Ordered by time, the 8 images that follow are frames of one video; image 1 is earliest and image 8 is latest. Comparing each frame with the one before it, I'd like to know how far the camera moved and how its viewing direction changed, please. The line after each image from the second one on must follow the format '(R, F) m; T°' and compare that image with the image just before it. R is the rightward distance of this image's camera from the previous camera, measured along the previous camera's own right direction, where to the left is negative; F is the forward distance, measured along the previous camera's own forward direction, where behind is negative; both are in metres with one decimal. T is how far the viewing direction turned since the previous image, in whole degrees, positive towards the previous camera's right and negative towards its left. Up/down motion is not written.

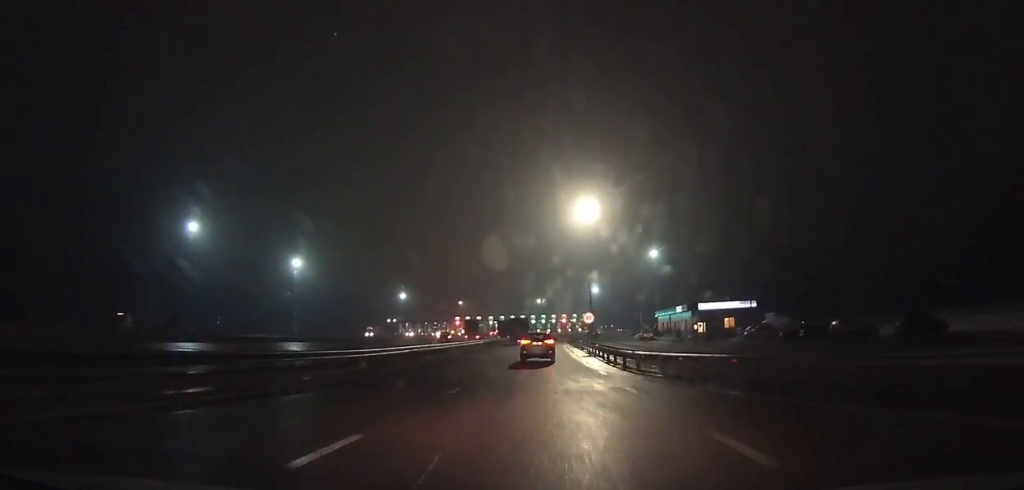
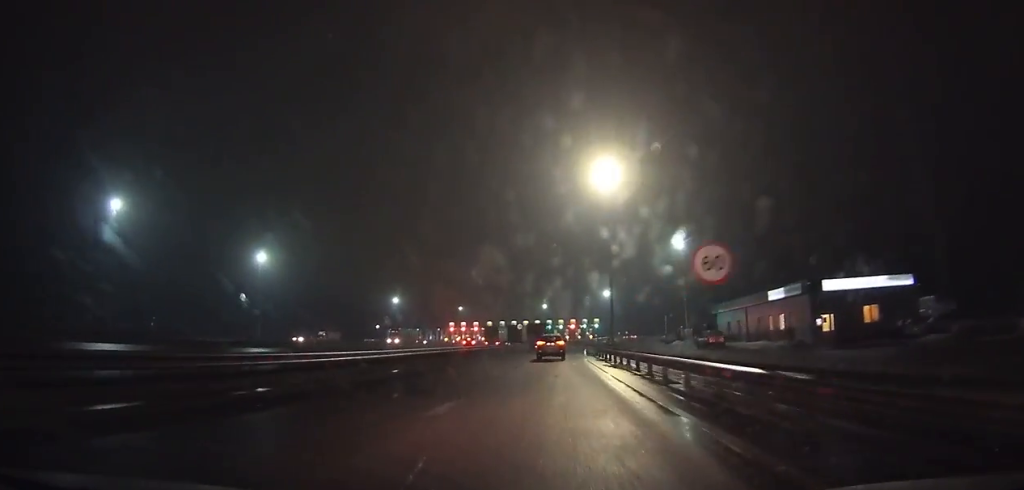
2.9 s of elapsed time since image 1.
(+0.1, +39.2) m; +1°
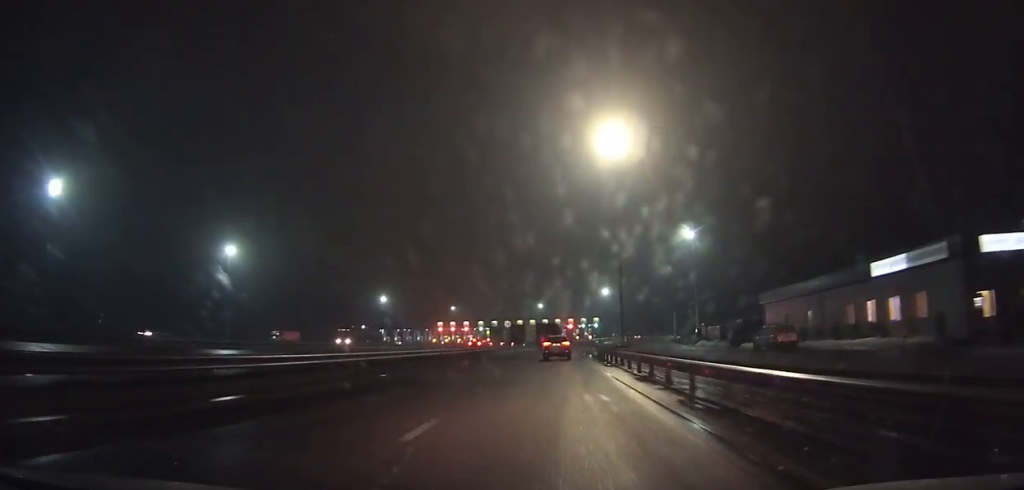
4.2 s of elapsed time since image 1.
(0.0, +18.6) m; 0°
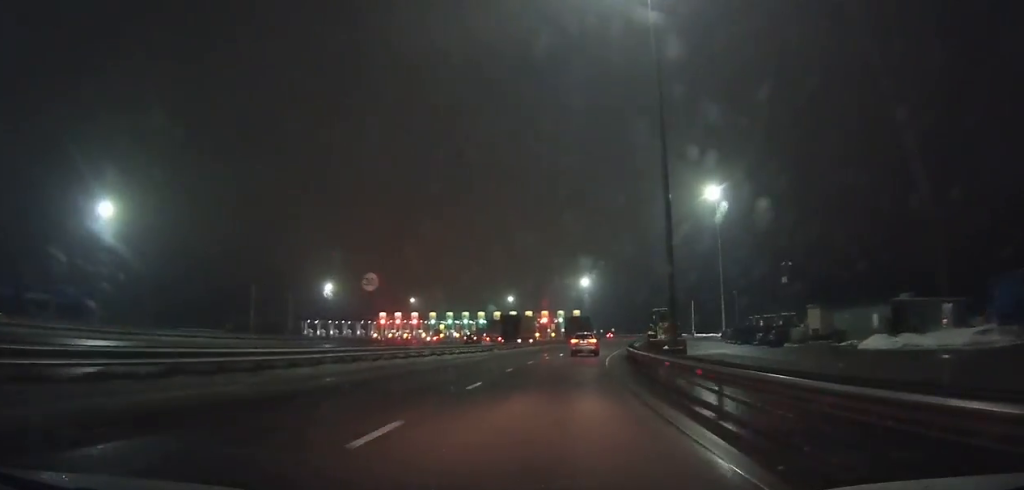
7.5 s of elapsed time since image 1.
(+0.7, +51.0) m; +4°
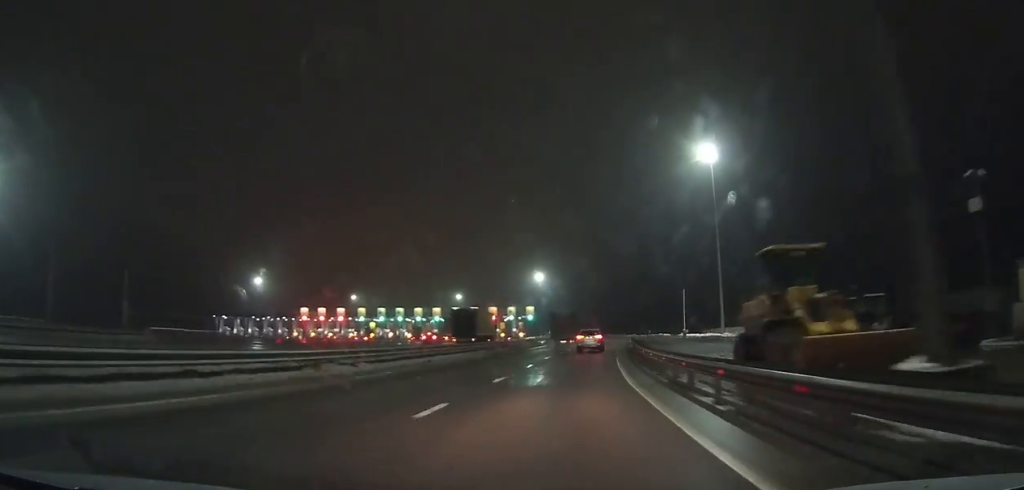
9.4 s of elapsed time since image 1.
(+1.4, +30.5) m; +3°
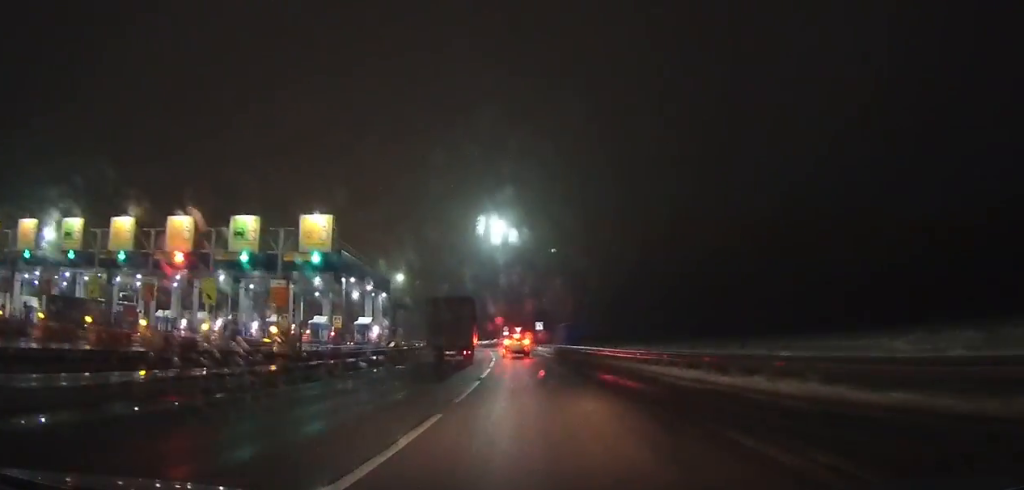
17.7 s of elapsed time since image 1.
(+2.7, +130.1) m; -4°
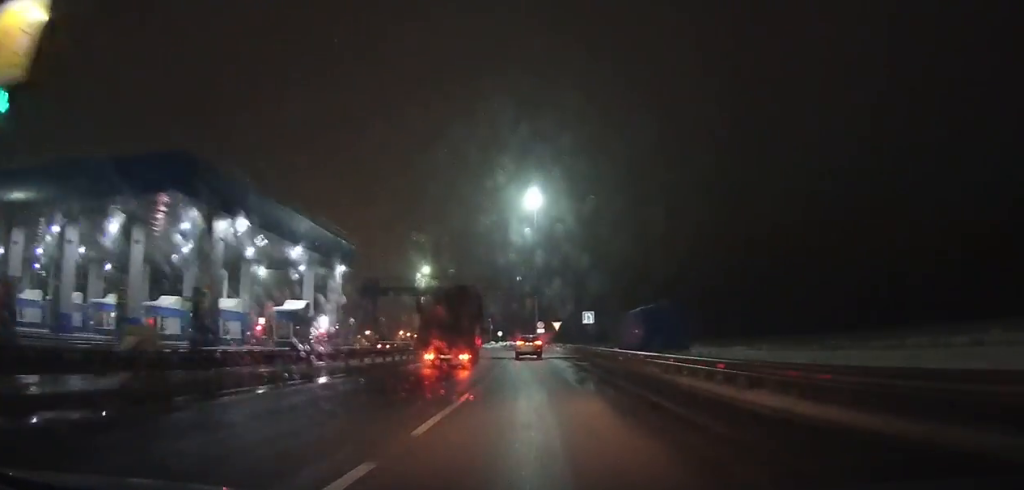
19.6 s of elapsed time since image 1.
(-0.7, +27.5) m; -4°
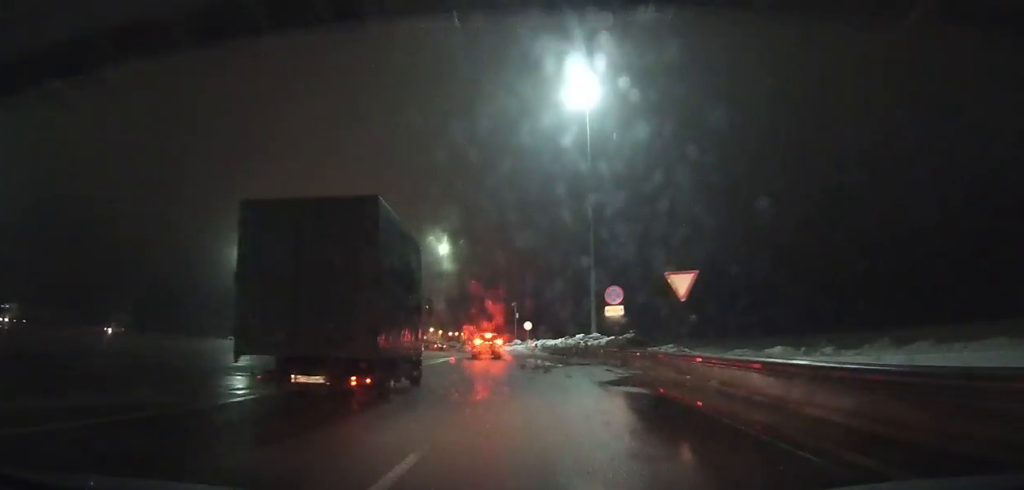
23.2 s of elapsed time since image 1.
(-2.8, +45.1) m; -8°
